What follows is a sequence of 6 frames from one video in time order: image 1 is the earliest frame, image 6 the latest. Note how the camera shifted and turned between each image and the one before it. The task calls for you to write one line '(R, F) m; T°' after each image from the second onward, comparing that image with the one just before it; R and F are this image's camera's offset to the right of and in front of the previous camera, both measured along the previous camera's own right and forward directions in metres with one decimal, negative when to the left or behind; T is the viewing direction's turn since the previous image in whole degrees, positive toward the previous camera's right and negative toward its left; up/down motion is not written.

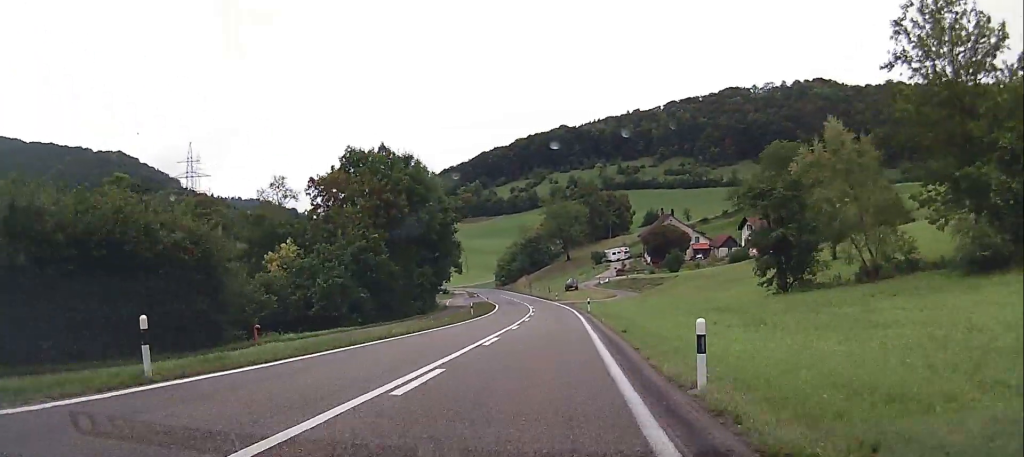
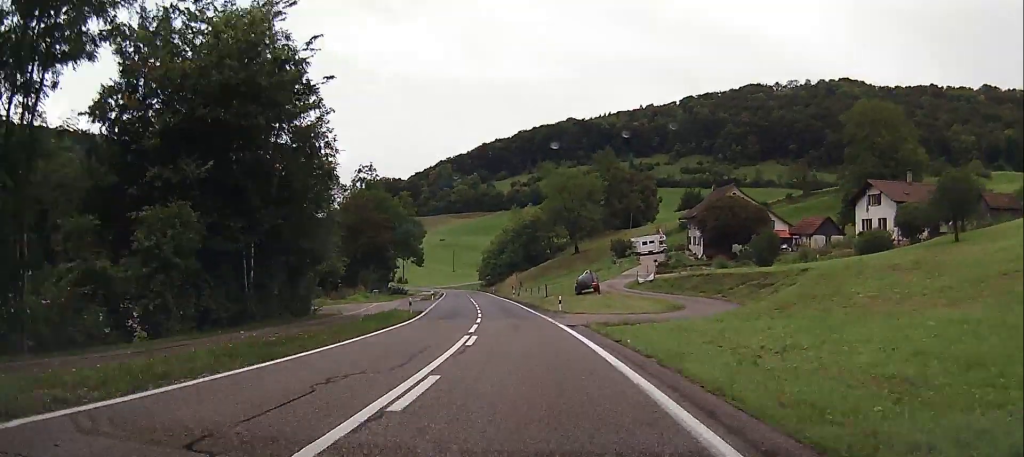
(+0.6, +46.0) m; +2°
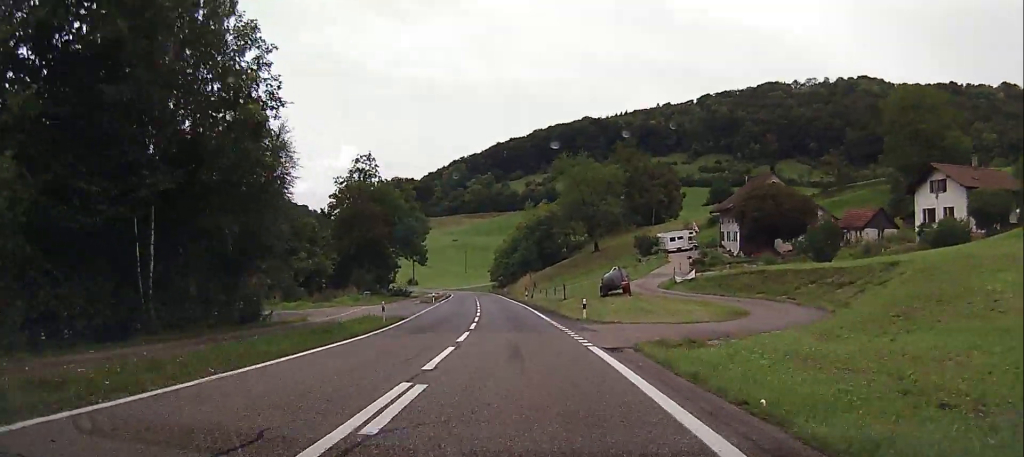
(+0.1, +10.3) m; 0°
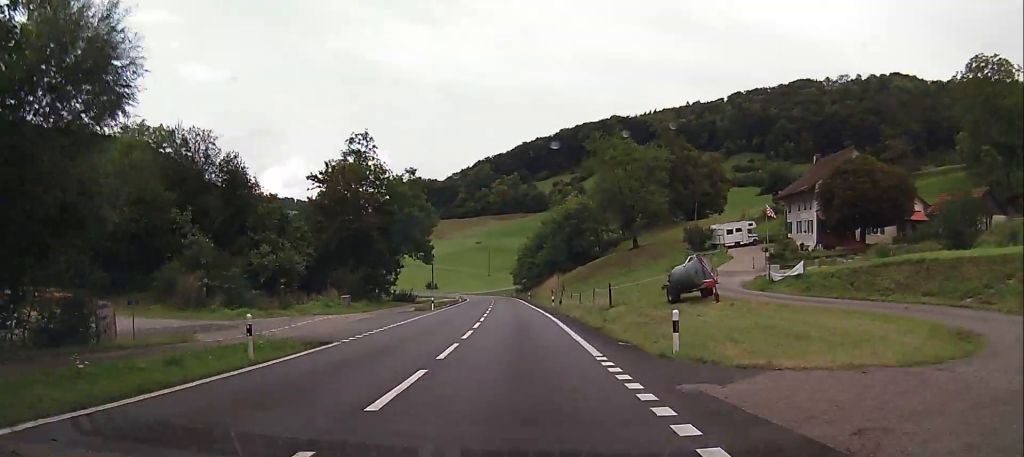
(+0.1, +16.3) m; 0°
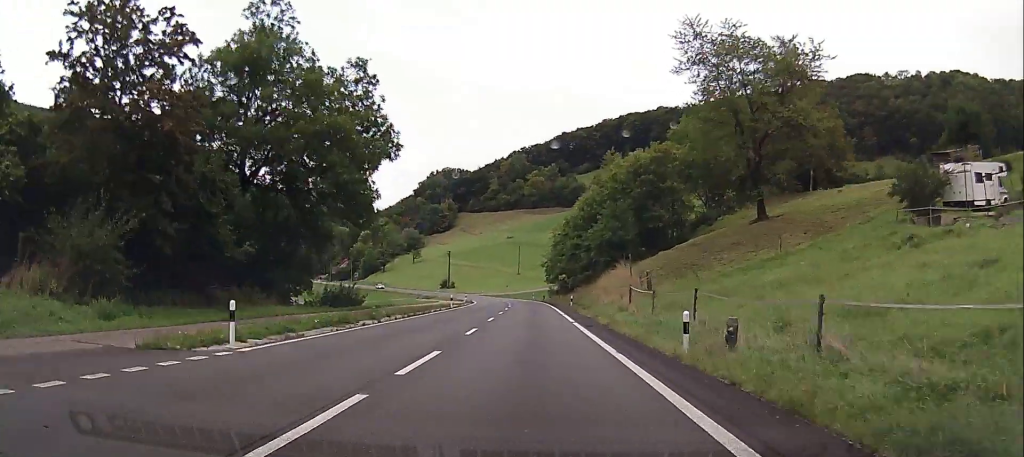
(-1.3, +41.7) m; -4°
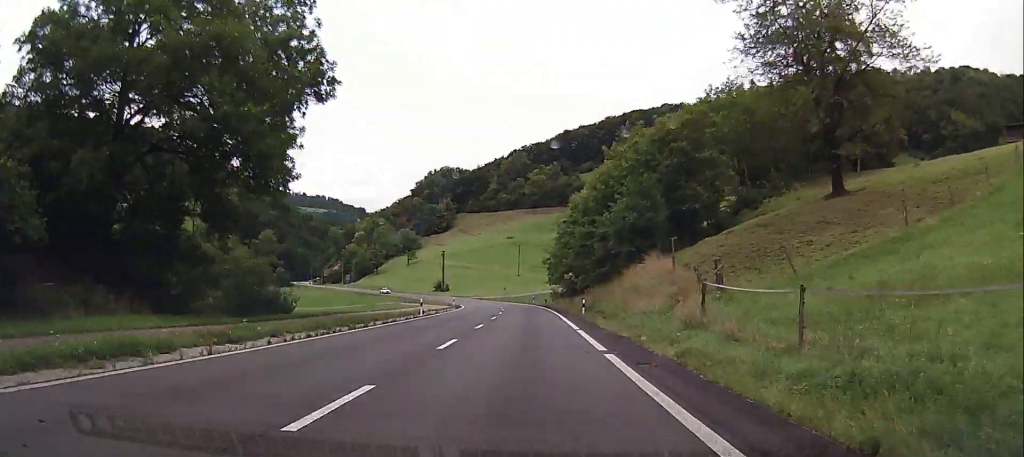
(-0.4, +14.3) m; -1°
